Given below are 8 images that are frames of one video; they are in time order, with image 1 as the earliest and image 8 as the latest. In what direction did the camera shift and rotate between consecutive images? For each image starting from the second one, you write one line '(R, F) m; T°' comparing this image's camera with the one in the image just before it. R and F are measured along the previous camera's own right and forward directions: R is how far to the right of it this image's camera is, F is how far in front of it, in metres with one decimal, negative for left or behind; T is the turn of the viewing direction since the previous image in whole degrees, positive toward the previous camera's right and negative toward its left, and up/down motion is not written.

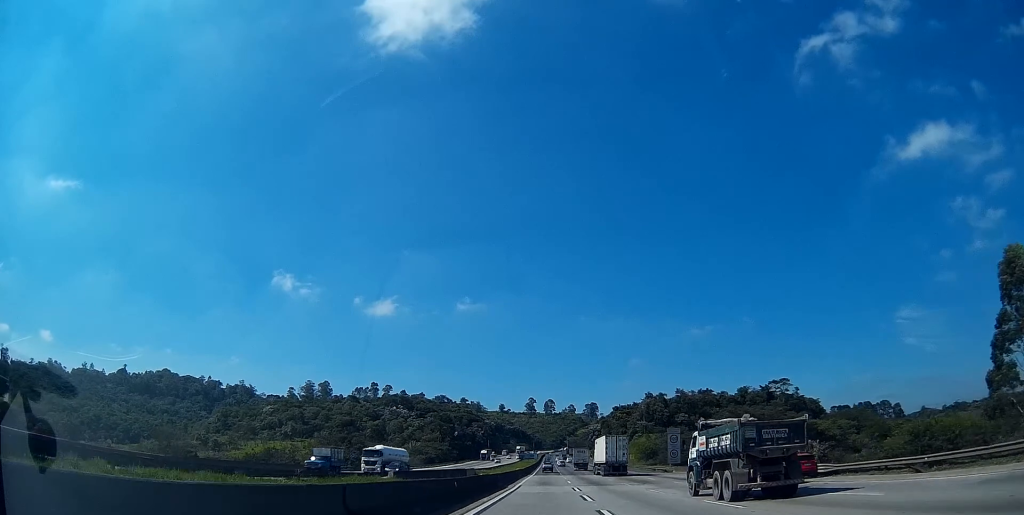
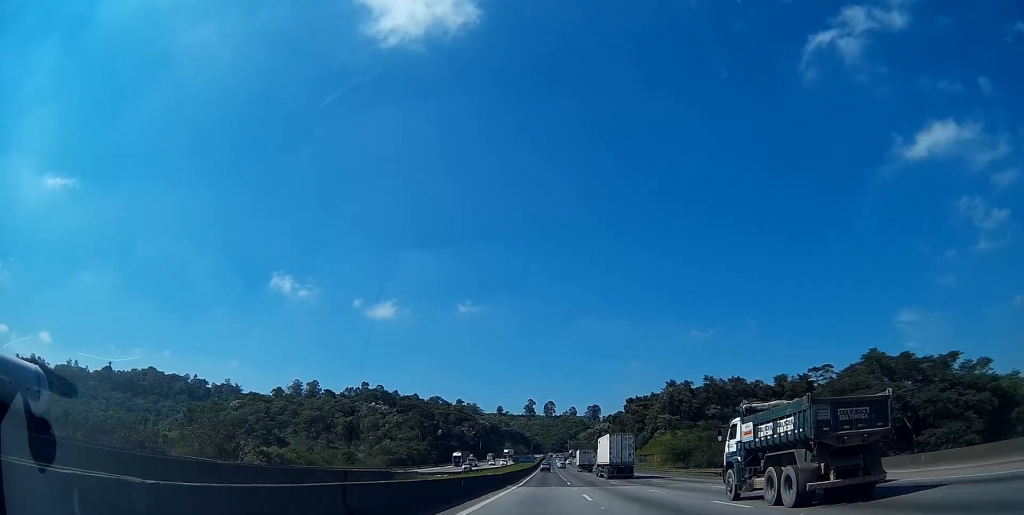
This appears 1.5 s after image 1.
(+0.4, +34.5) m; 0°
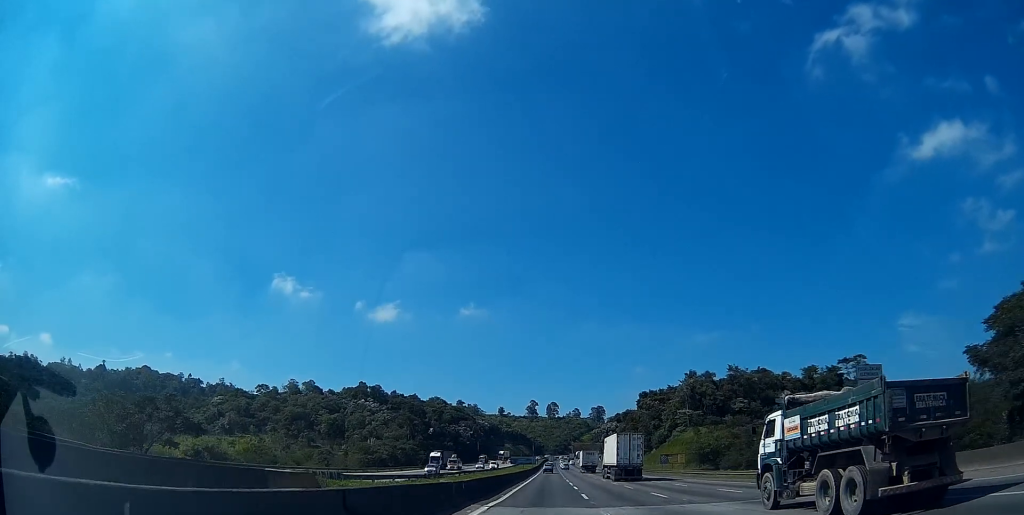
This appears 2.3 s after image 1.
(-0.7, +18.8) m; 0°
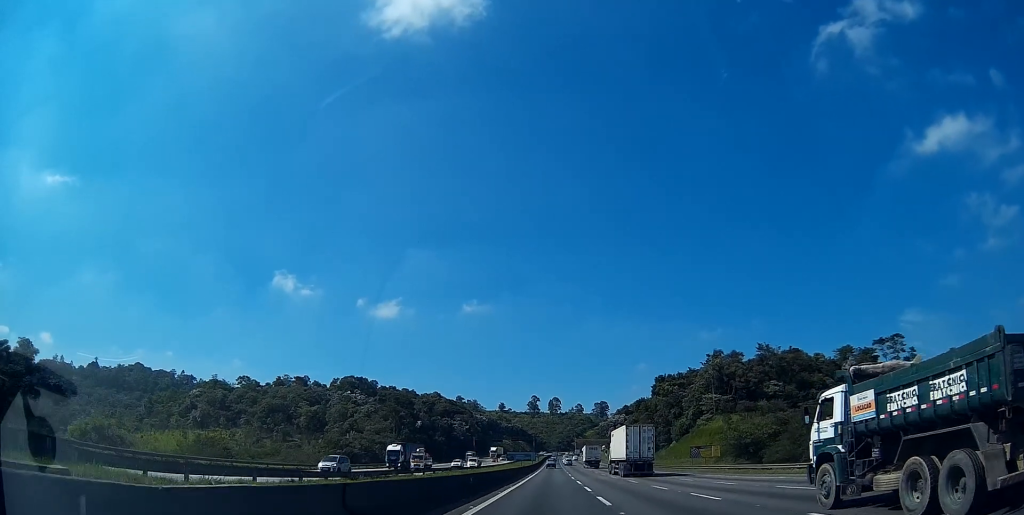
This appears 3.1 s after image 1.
(+0.2, +19.6) m; 0°
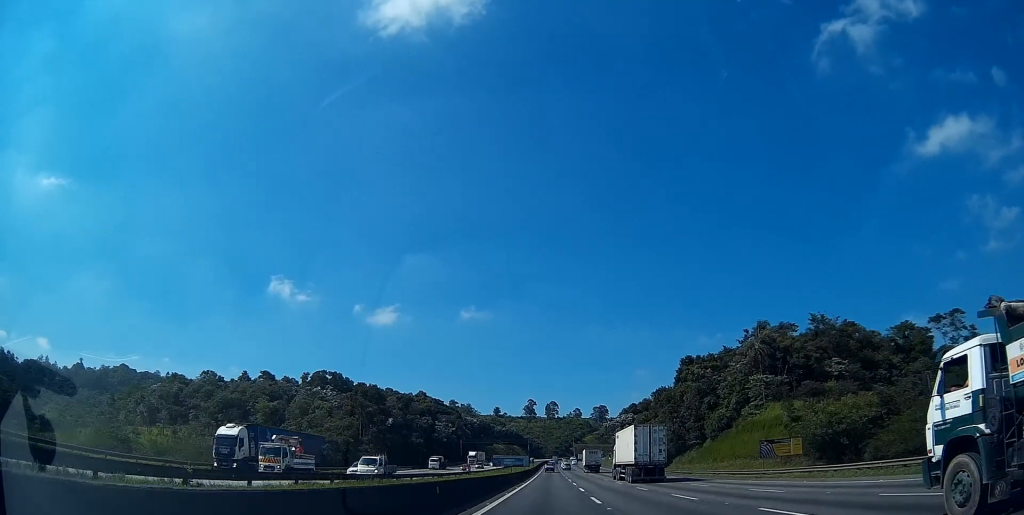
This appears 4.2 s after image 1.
(0.0, +28.0) m; 0°
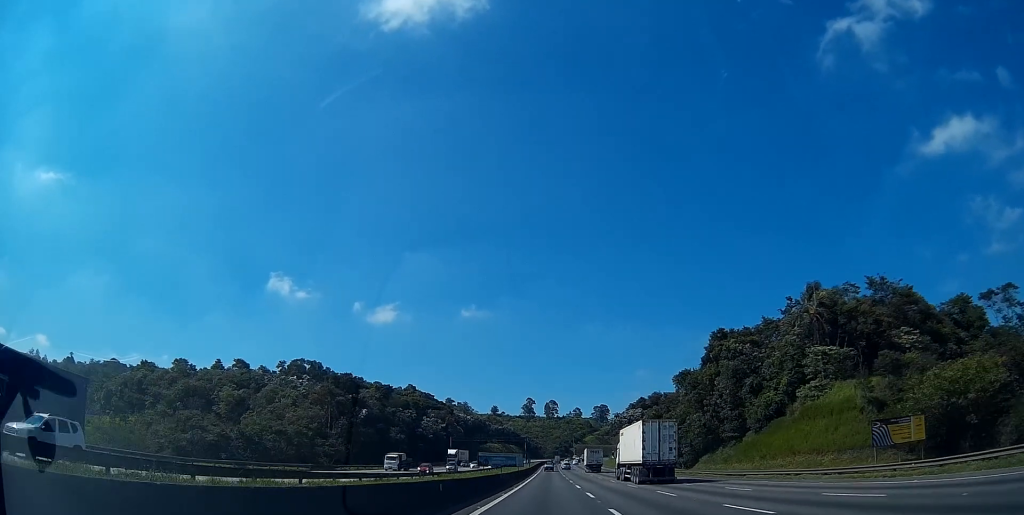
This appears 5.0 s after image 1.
(0.0, +20.5) m; 0°
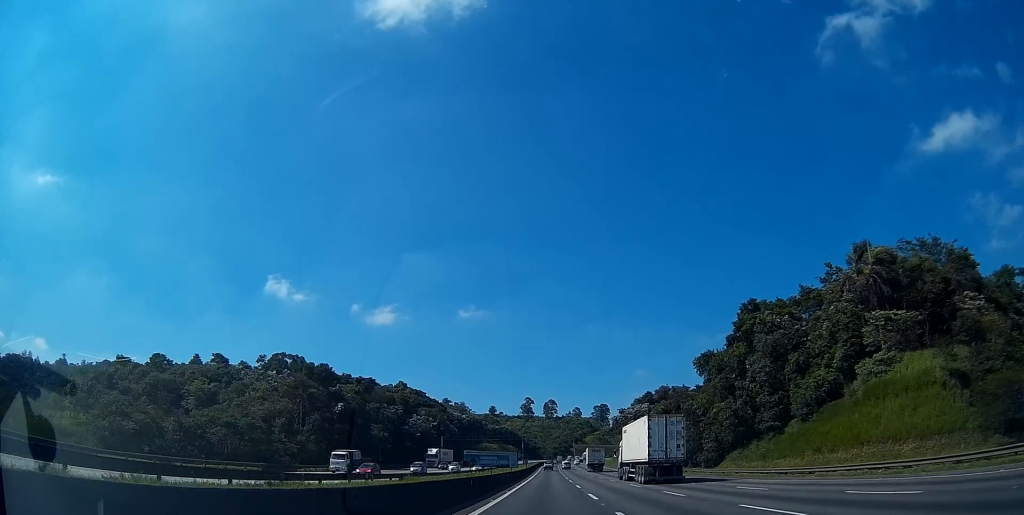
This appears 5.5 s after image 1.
(+0.1, +14.6) m; 0°
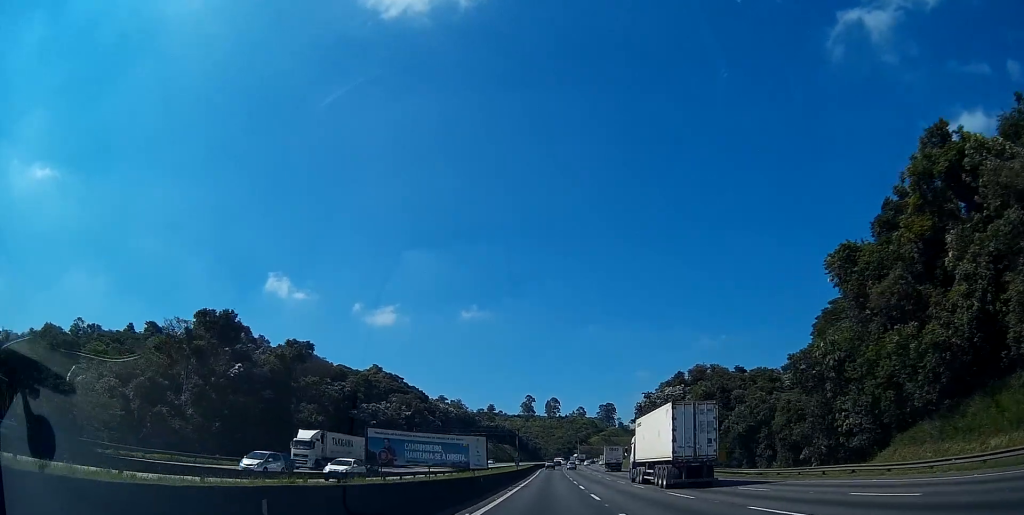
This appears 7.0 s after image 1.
(+0.1, +43.9) m; +1°
